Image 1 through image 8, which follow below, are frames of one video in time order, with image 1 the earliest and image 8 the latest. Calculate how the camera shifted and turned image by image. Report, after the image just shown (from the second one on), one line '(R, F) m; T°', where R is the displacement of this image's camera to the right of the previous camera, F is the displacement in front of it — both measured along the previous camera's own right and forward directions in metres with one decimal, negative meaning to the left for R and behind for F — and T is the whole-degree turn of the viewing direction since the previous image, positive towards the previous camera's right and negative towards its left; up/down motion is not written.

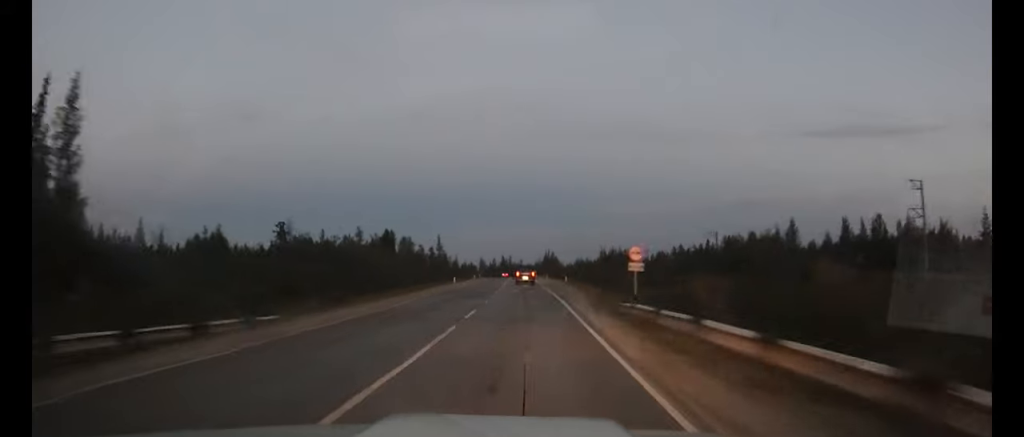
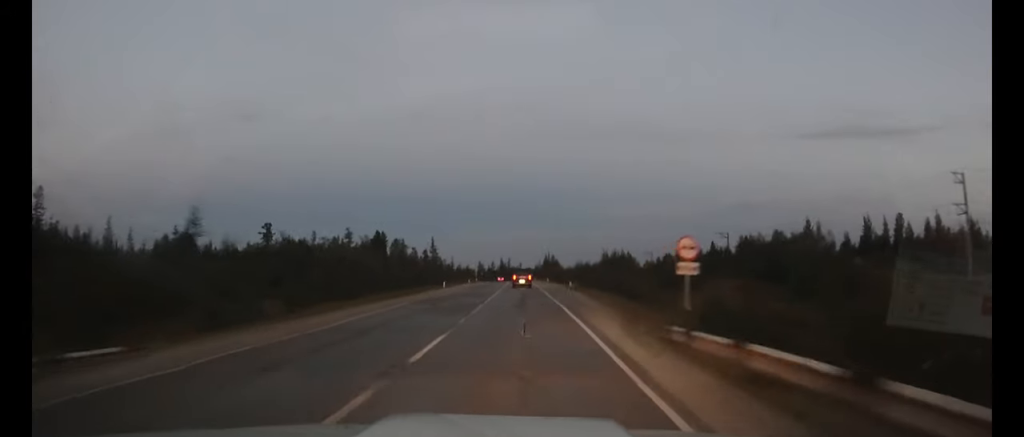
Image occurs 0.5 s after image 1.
(0.0, +7.7) m; 0°
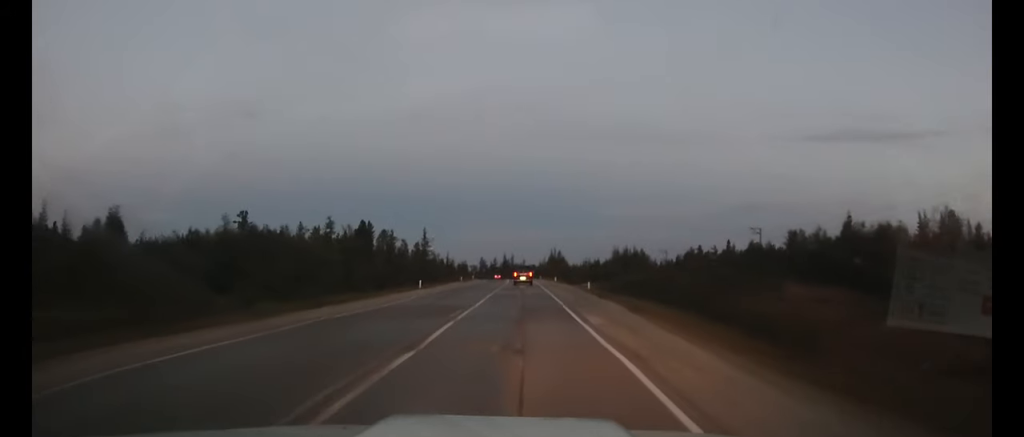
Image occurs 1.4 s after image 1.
(0.0, +15.2) m; 0°
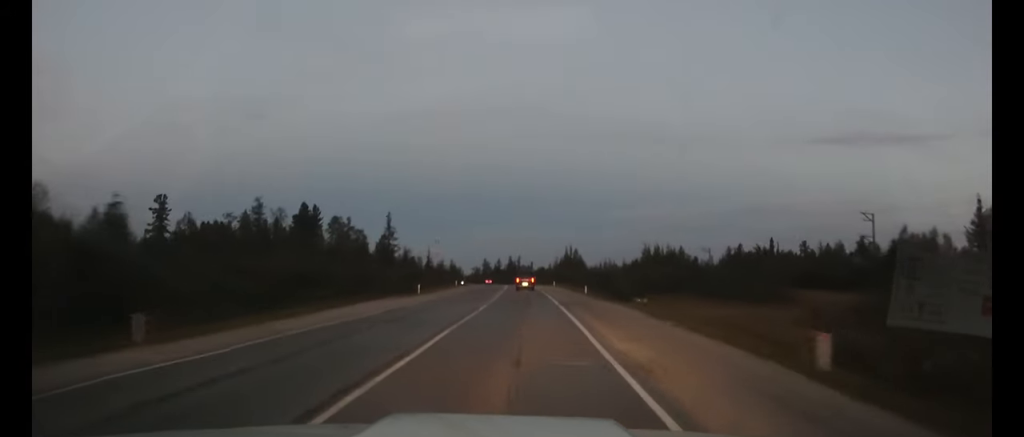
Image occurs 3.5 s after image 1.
(-0.2, +36.6) m; -1°
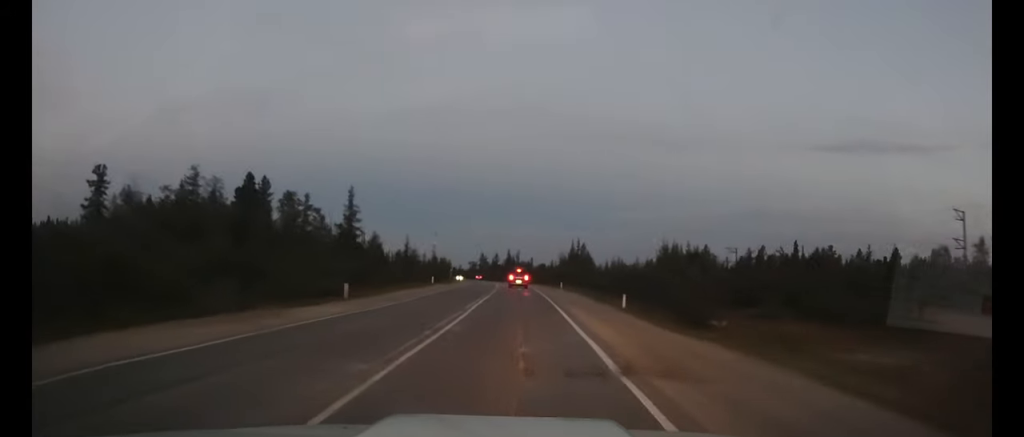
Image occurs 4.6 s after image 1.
(-0.1, +19.0) m; 0°
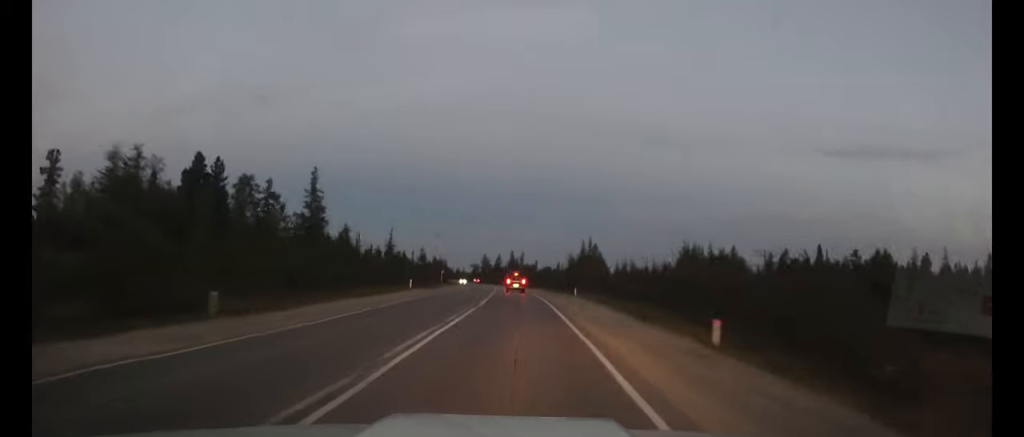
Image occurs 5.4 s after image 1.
(0.0, +13.2) m; 0°
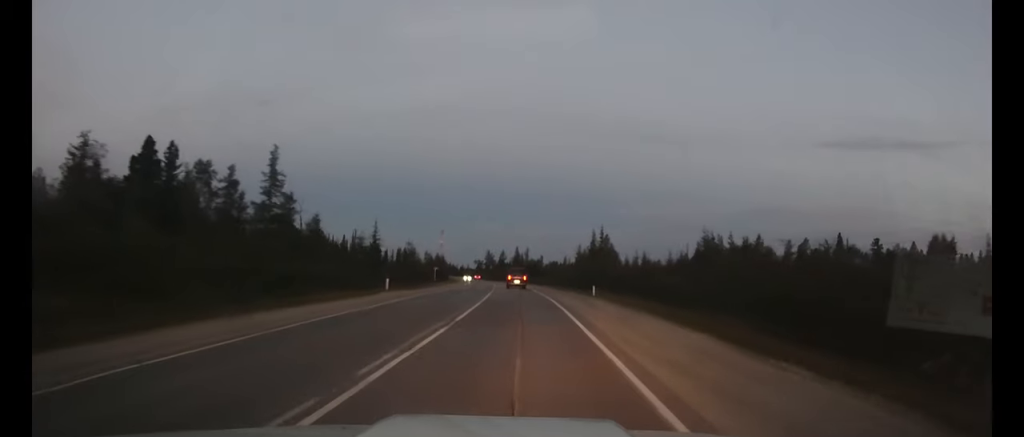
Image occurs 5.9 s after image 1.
(0.0, +9.7) m; 0°
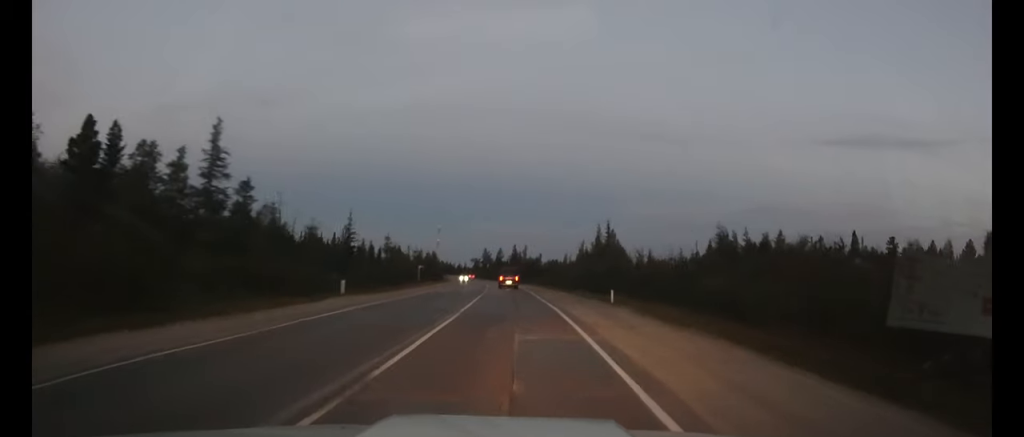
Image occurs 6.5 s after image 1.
(0.0, +9.1) m; 0°
